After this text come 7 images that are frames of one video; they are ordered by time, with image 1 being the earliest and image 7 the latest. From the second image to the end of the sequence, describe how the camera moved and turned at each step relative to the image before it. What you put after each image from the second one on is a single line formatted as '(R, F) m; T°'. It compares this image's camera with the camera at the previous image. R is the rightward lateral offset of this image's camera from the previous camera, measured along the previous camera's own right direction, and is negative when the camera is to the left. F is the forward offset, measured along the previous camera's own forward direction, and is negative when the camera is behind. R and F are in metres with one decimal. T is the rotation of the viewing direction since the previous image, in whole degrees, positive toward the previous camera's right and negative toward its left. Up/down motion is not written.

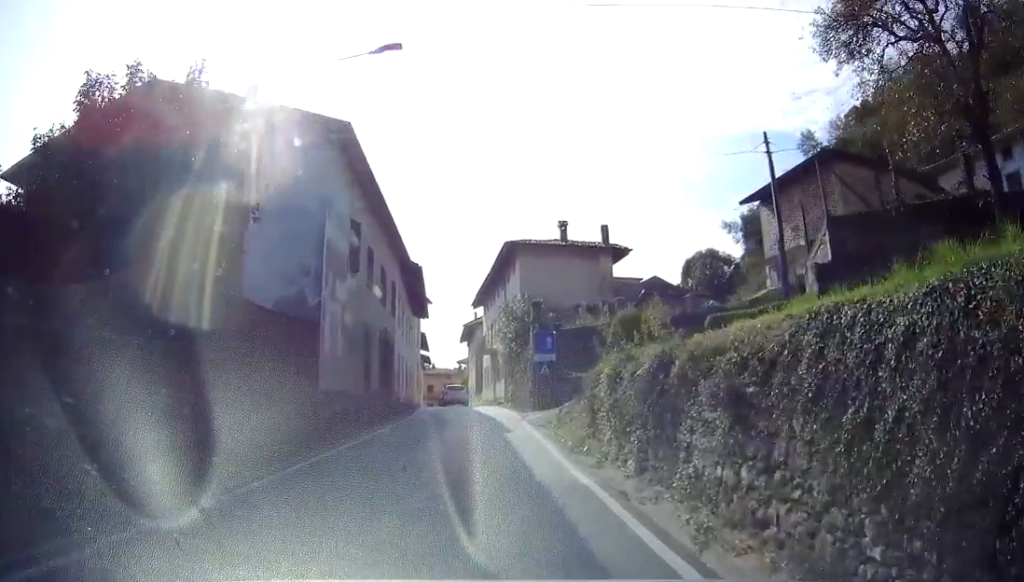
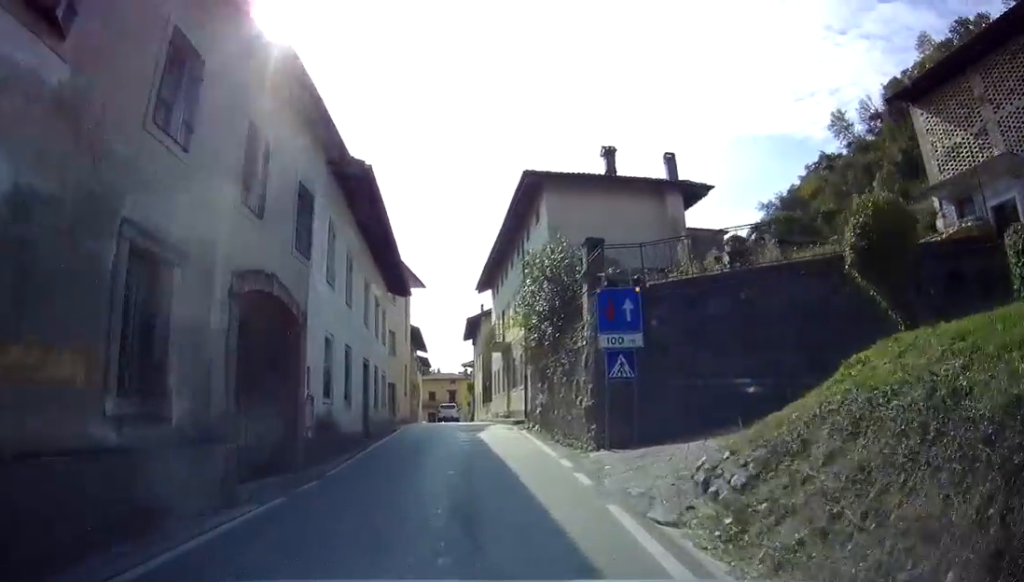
(+0.2, +12.5) m; -1°
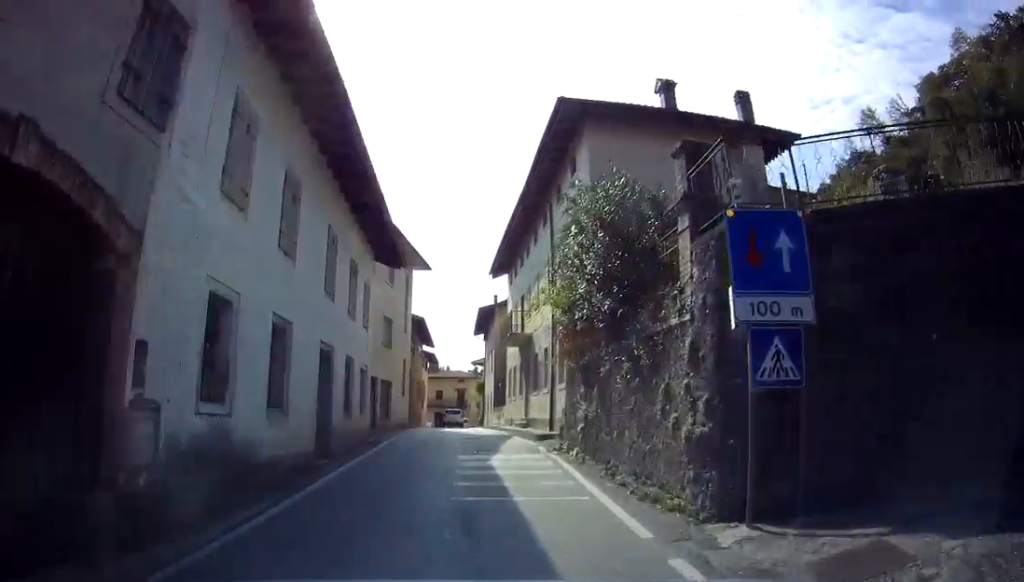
(-0.2, +5.9) m; -2°
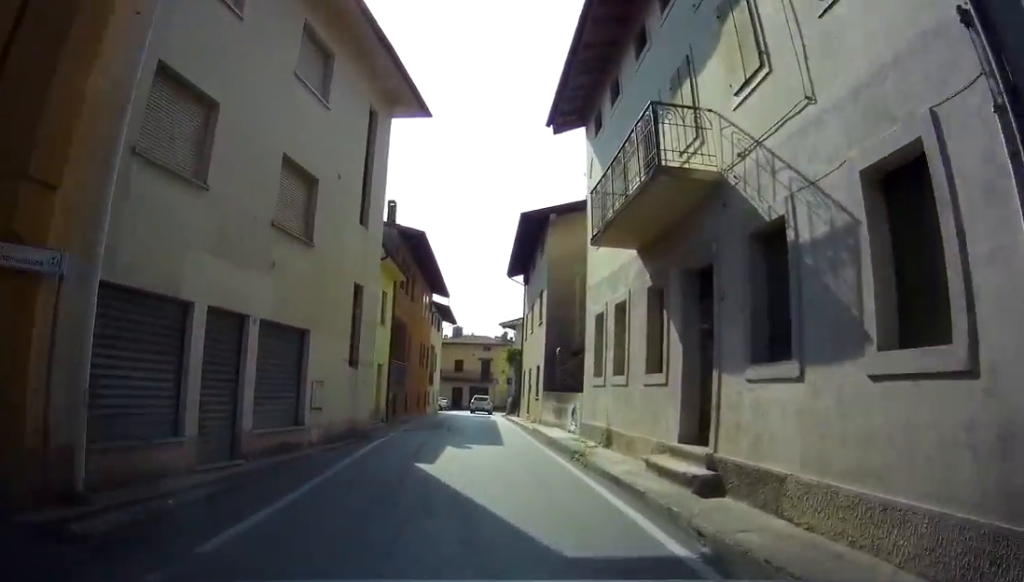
(-0.1, +17.0) m; 0°
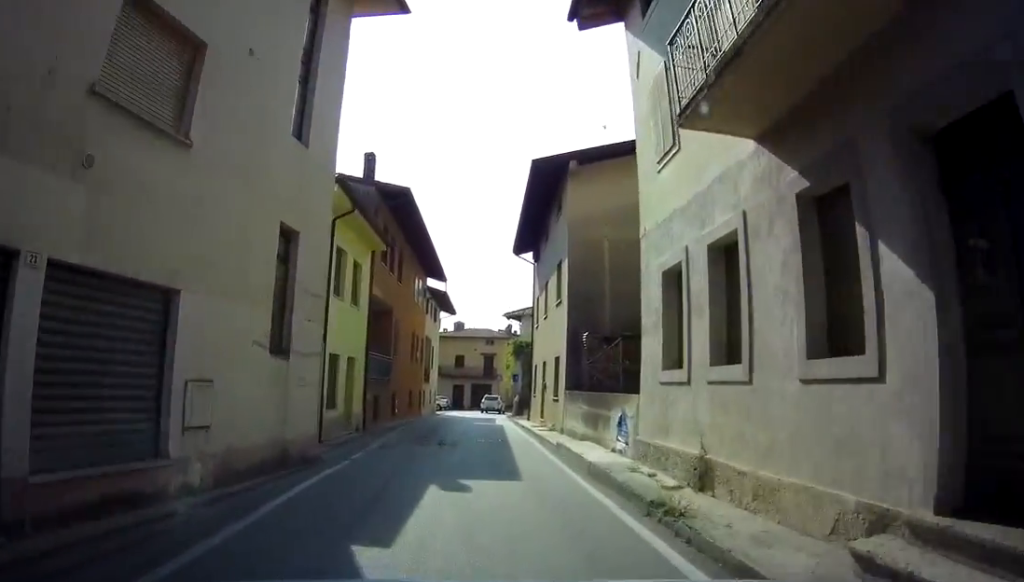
(0.0, +5.0) m; 0°
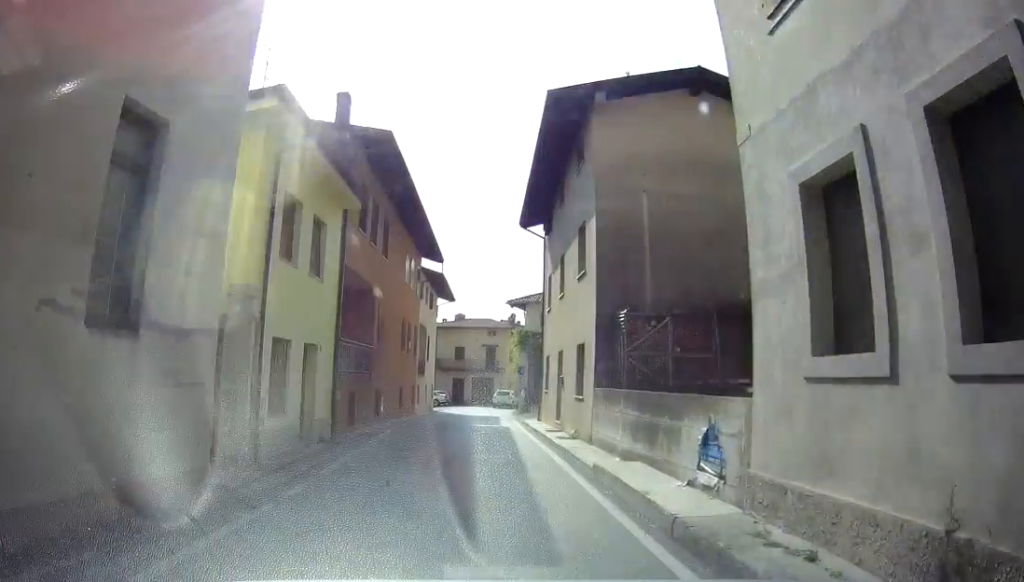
(0.0, +4.4) m; -1°
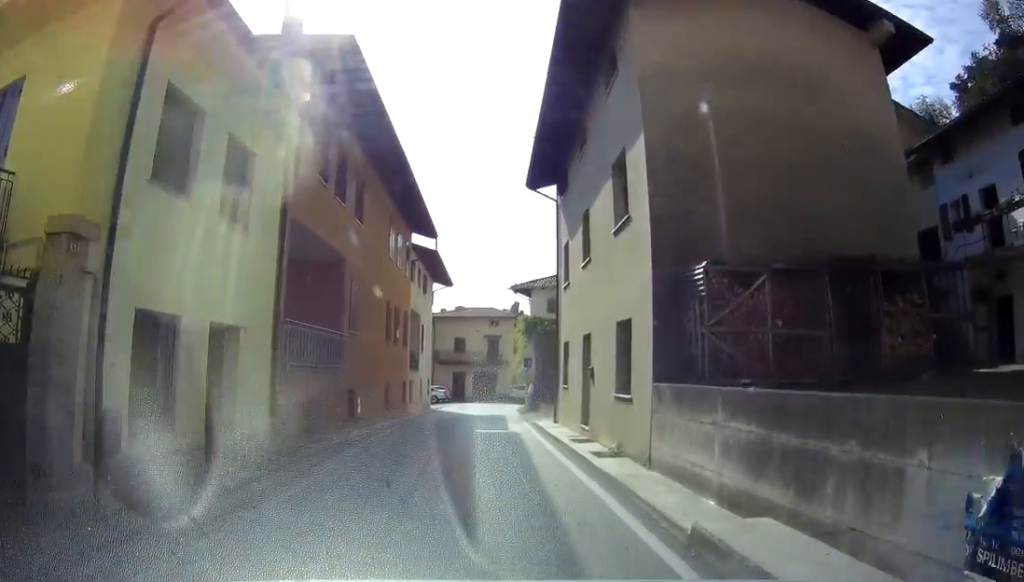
(0.0, +4.4) m; 0°
